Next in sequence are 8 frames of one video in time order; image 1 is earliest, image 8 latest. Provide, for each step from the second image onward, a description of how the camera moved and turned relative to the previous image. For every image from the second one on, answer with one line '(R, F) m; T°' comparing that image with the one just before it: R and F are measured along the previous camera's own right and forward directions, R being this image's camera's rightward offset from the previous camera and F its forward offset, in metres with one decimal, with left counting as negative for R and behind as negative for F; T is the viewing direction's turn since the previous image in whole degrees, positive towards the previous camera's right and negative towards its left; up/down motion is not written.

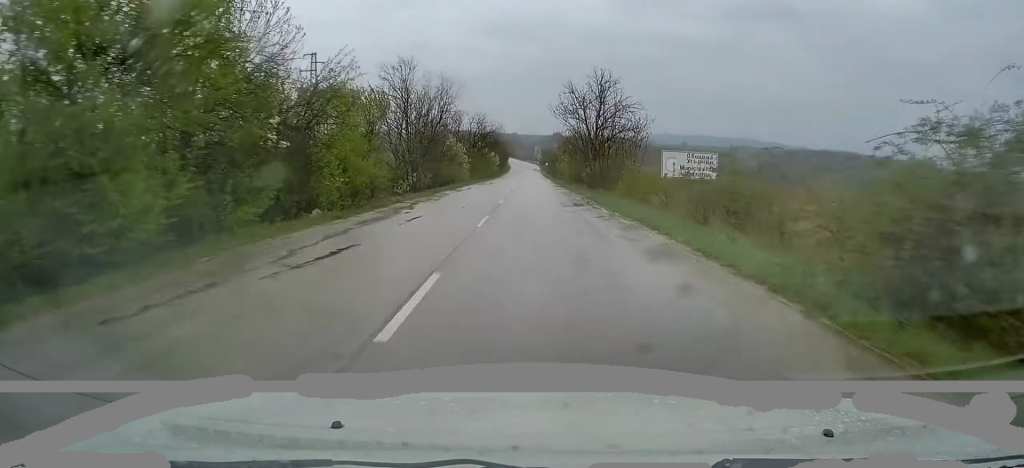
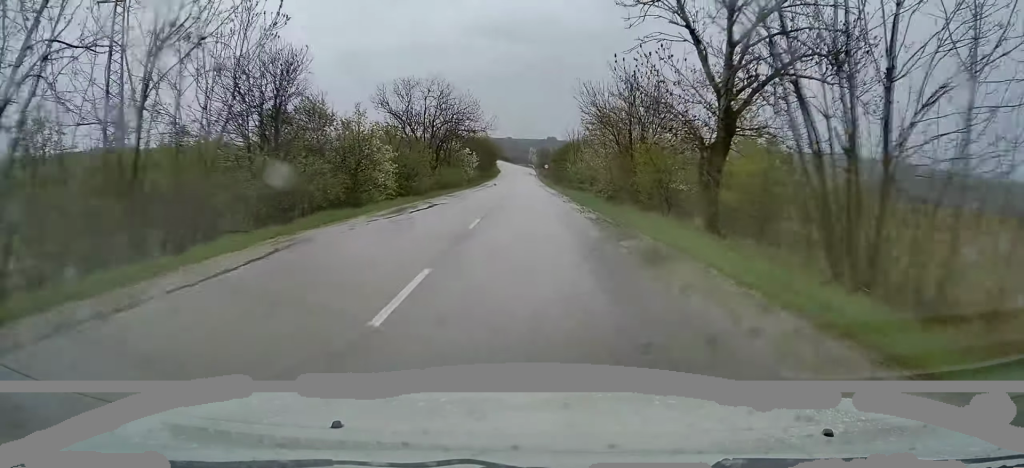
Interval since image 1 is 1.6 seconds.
(0.0, +35.3) m; 0°
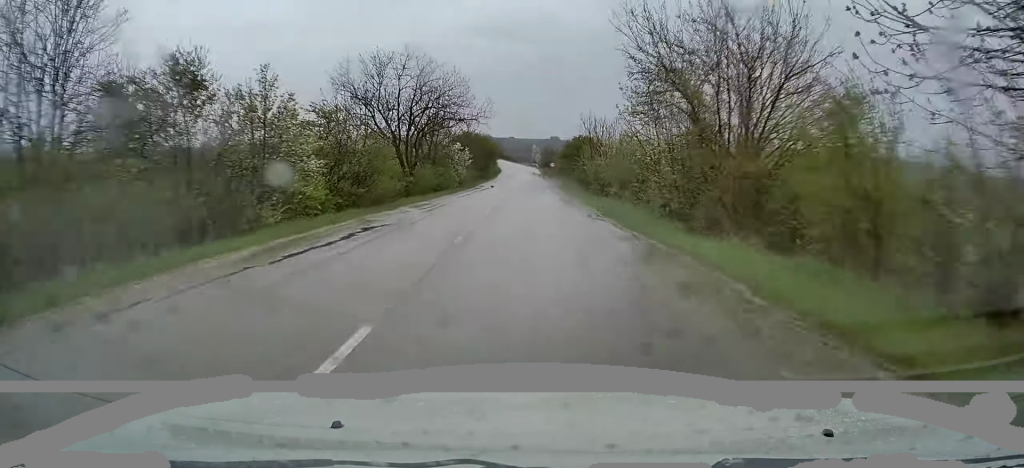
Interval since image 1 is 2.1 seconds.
(0.0, +12.2) m; 0°
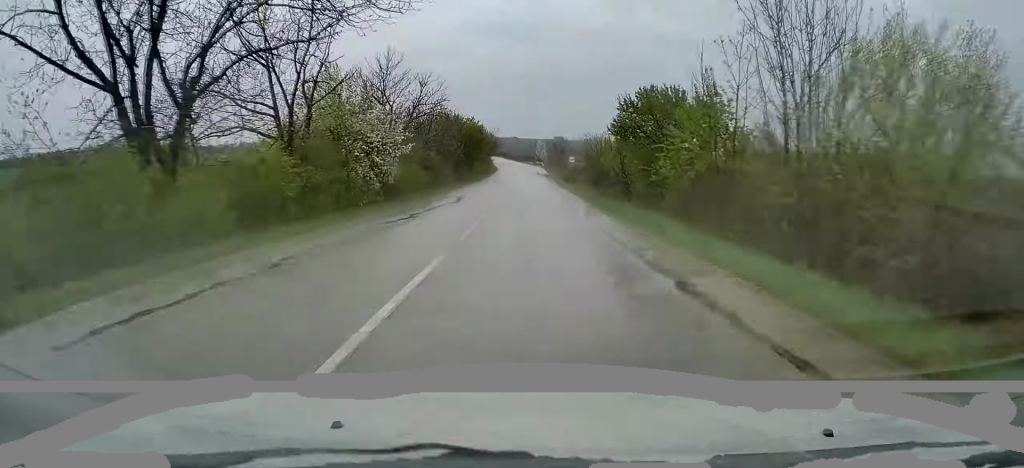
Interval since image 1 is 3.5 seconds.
(-0.2, +32.2) m; 0°
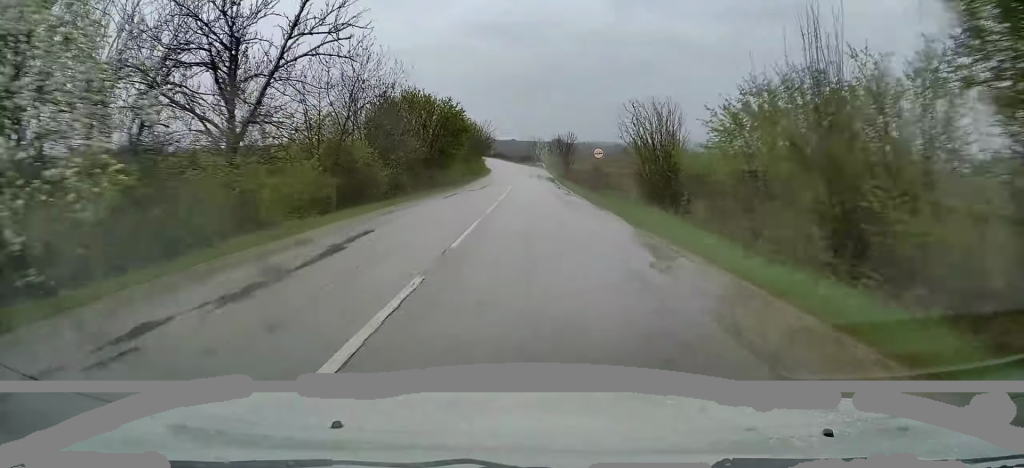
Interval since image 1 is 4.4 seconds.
(+0.1, +21.1) m; 0°
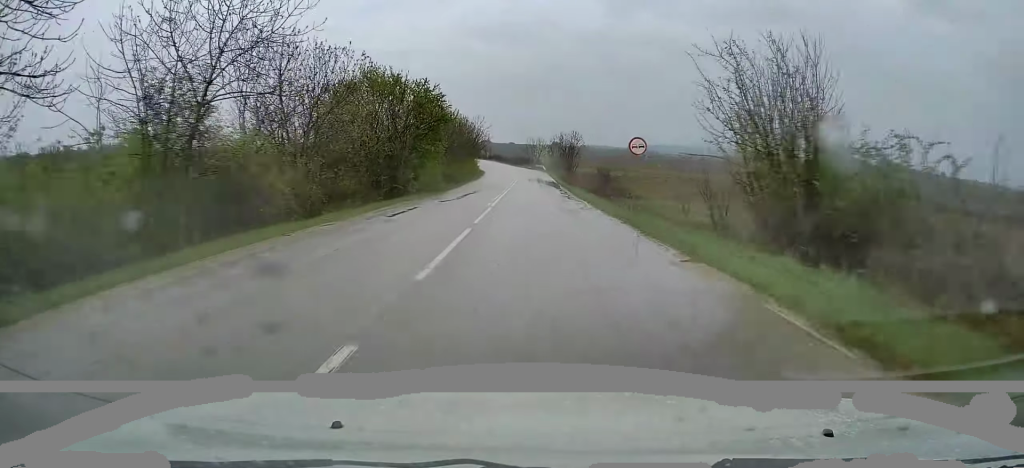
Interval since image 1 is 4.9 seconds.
(0.0, +11.8) m; 0°
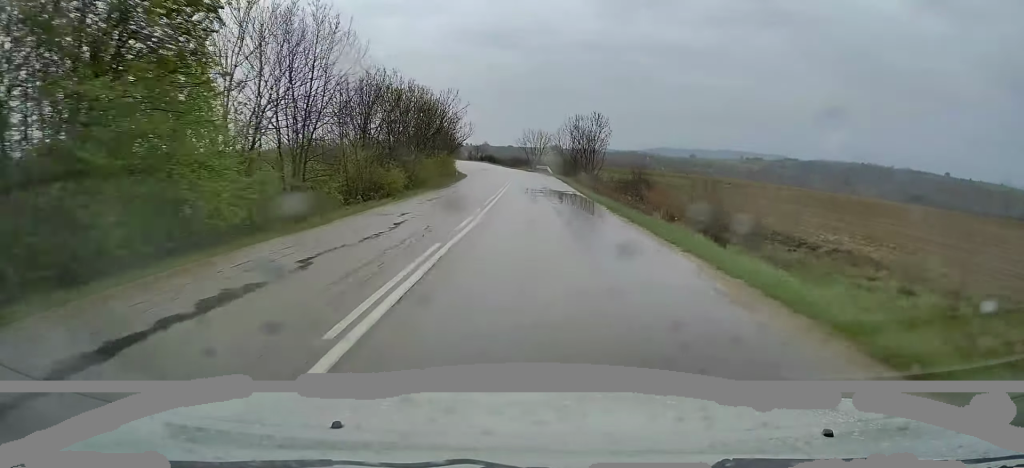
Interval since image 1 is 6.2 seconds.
(+0.1, +29.9) m; 0°
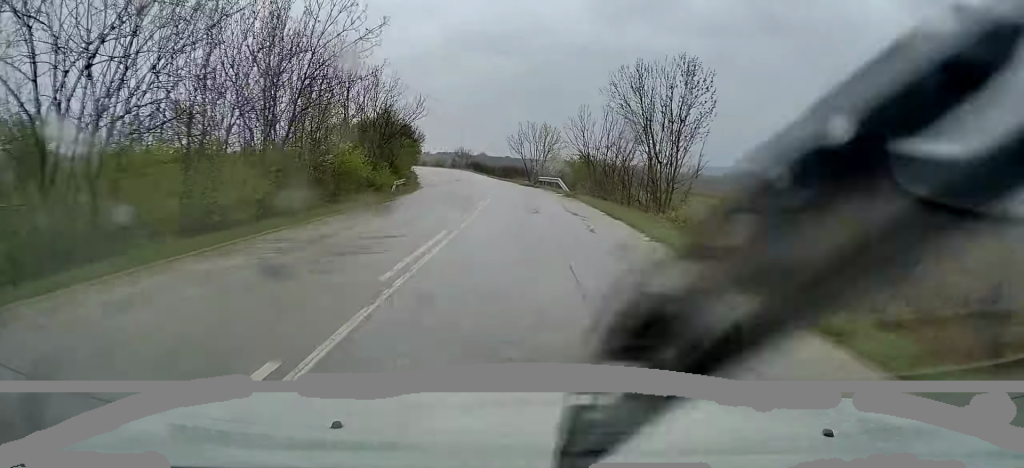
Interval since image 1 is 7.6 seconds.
(-0.3, +33.3) m; -1°
